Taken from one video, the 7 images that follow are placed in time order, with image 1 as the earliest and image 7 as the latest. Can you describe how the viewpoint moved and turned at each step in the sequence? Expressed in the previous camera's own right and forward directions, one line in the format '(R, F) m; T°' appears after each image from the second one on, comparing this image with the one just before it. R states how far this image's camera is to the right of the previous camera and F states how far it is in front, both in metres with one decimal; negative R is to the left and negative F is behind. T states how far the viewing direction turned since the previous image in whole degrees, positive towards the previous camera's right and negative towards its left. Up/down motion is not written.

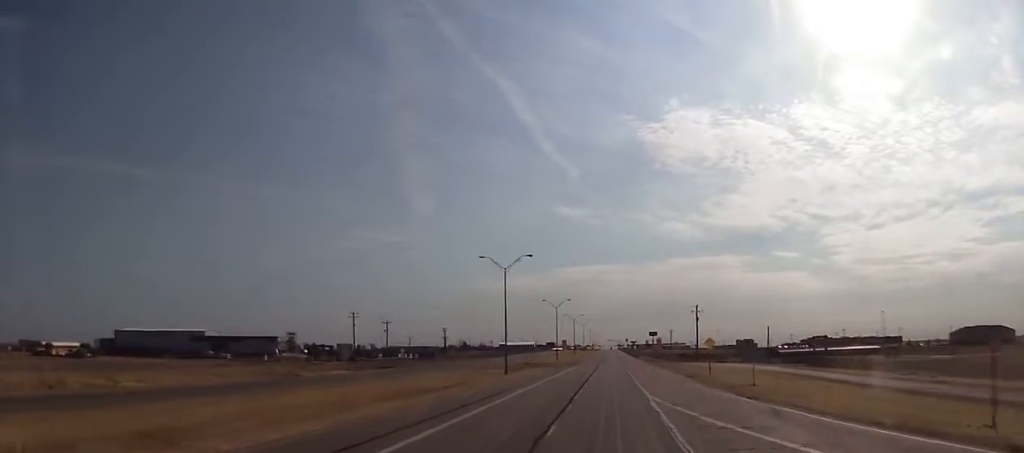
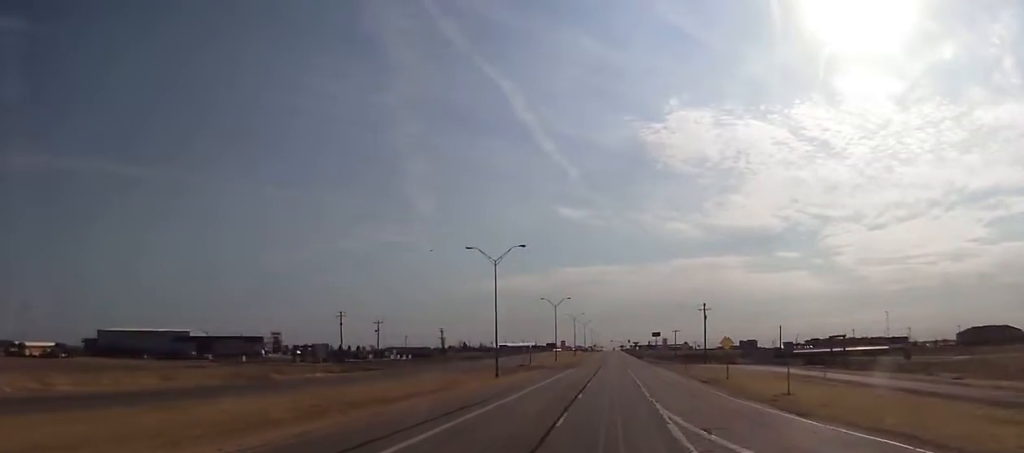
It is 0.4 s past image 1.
(0.0, +8.8) m; 0°
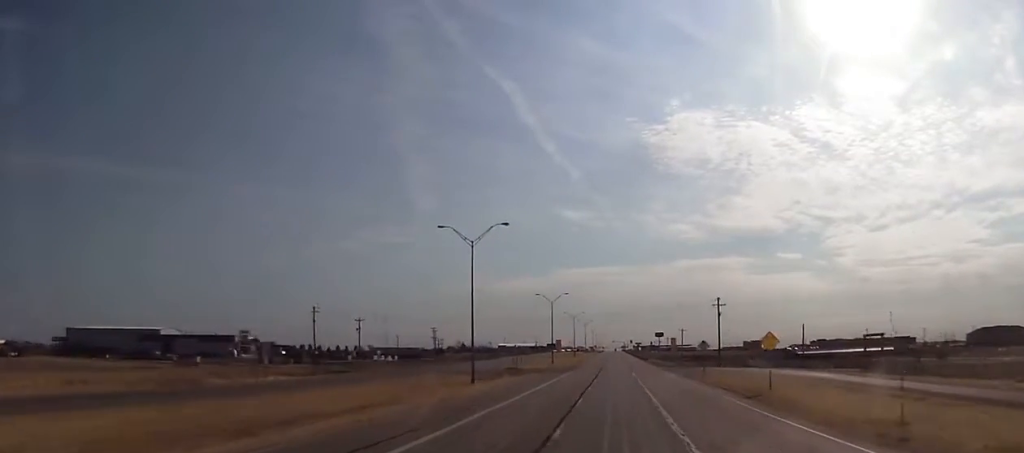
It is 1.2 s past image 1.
(0.0, +15.0) m; 0°
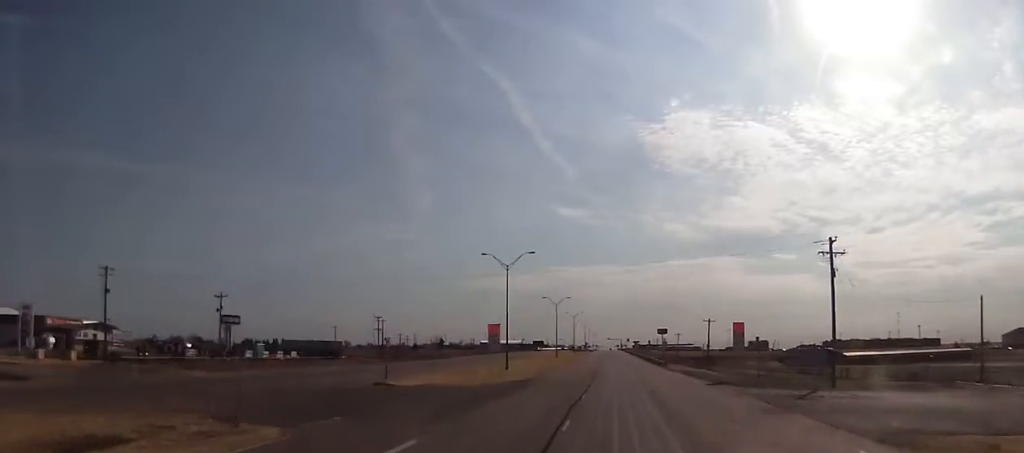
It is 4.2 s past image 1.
(+0.3, +60.5) m; 0°
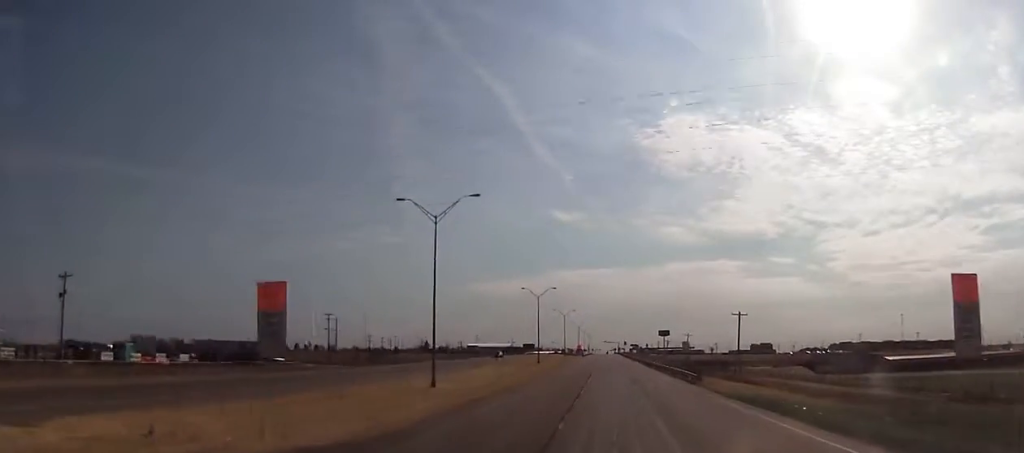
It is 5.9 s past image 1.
(0.0, +35.7) m; 0°
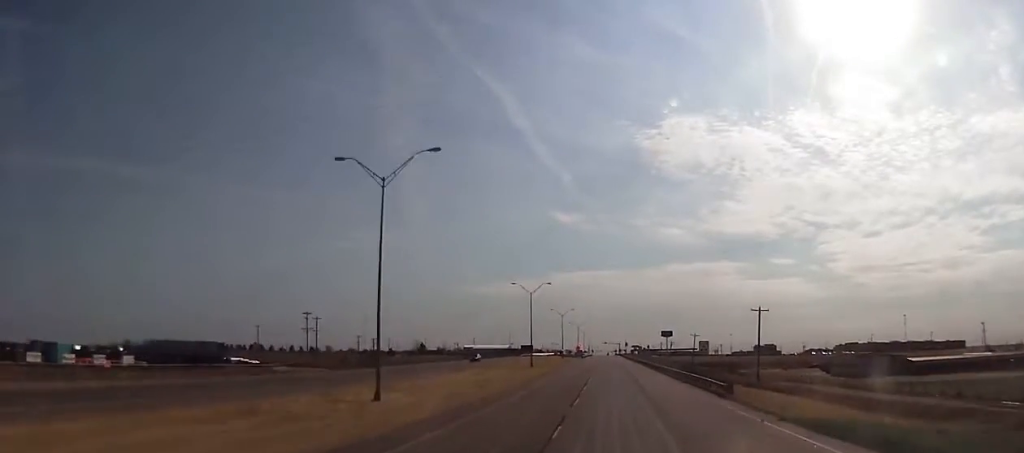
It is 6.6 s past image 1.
(0.0, +13.5) m; 0°
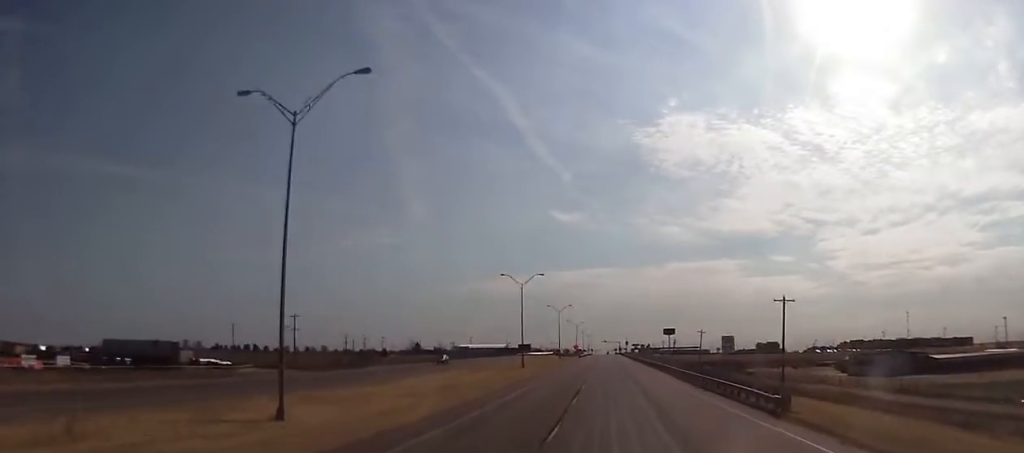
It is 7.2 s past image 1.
(0.0, +12.8) m; 0°
